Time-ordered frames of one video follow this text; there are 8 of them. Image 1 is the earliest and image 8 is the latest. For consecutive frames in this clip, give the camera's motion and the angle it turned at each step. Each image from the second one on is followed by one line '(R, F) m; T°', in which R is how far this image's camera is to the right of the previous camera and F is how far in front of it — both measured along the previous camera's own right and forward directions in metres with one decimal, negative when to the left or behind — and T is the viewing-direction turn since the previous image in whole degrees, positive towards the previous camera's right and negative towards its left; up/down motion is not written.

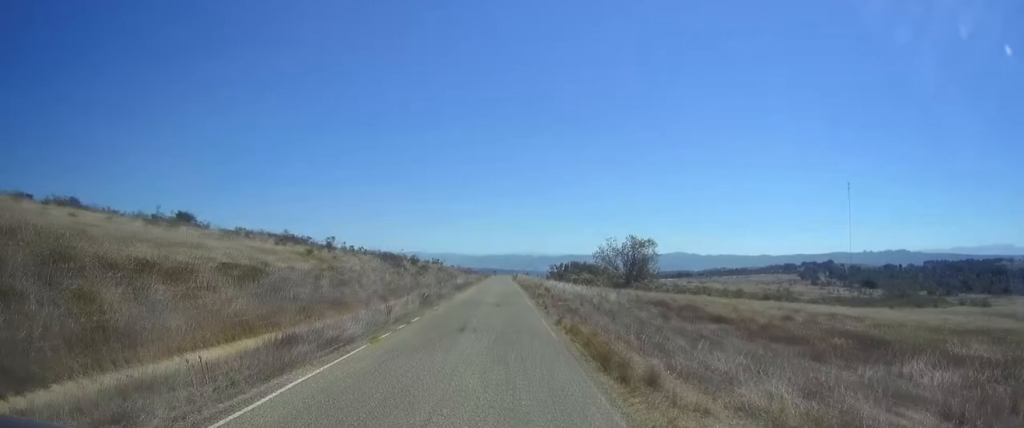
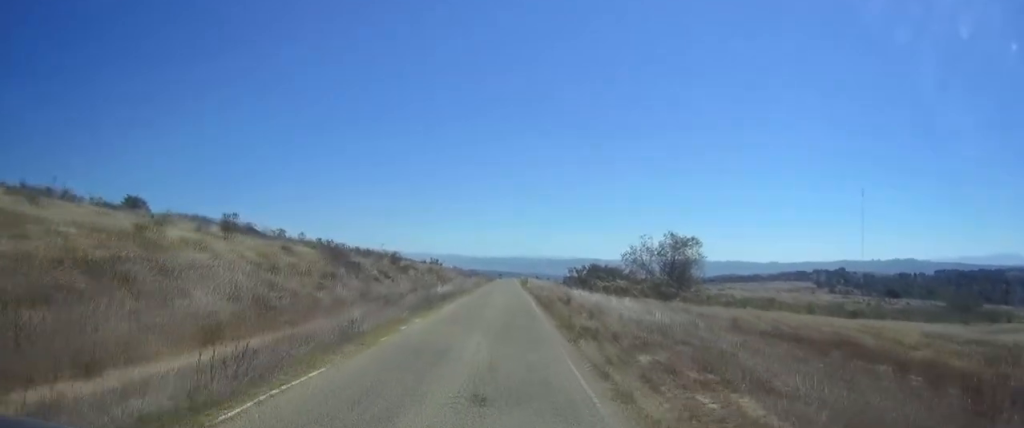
(-0.2, +17.6) m; -2°
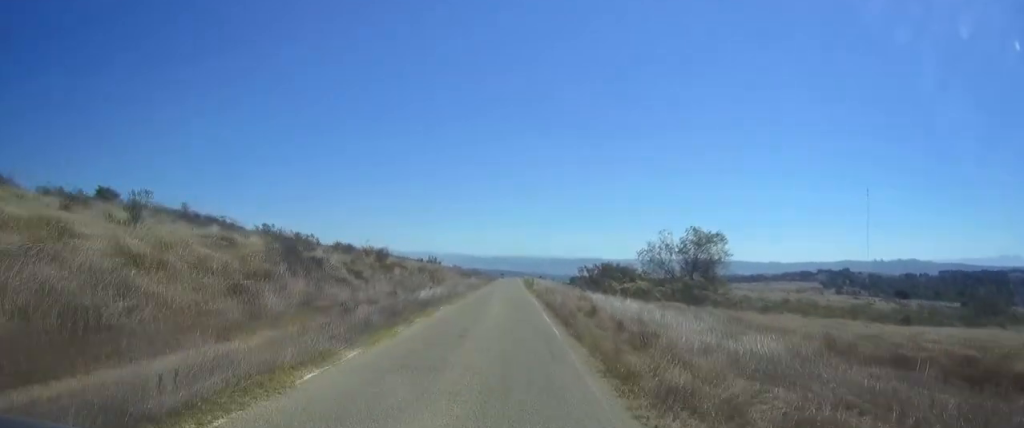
(-0.1, +7.5) m; -1°
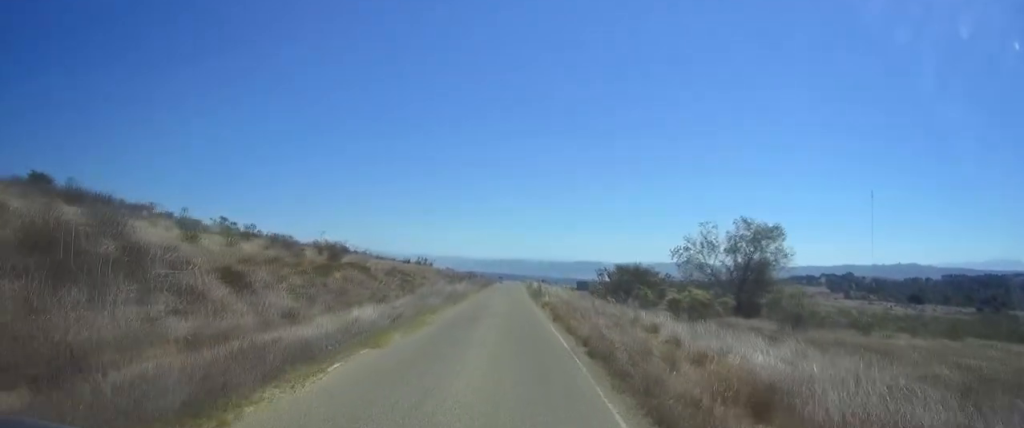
(-0.3, +13.6) m; -3°
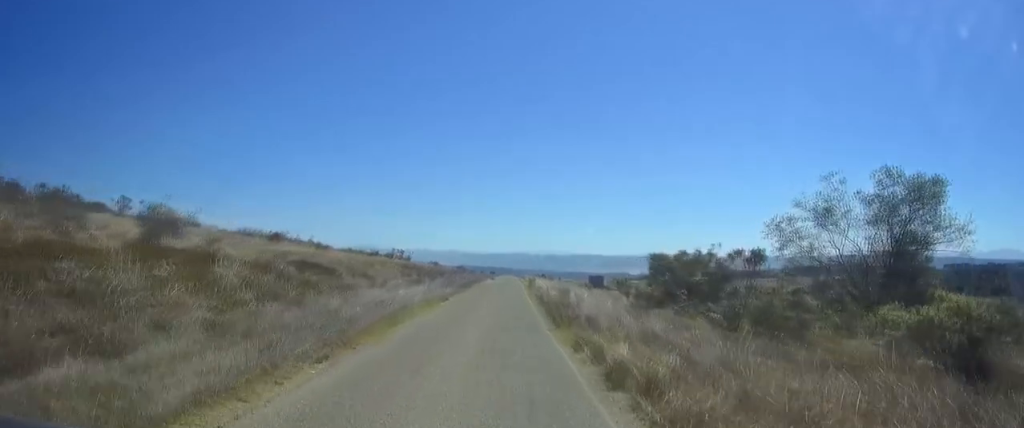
(-0.4, +19.3) m; 0°
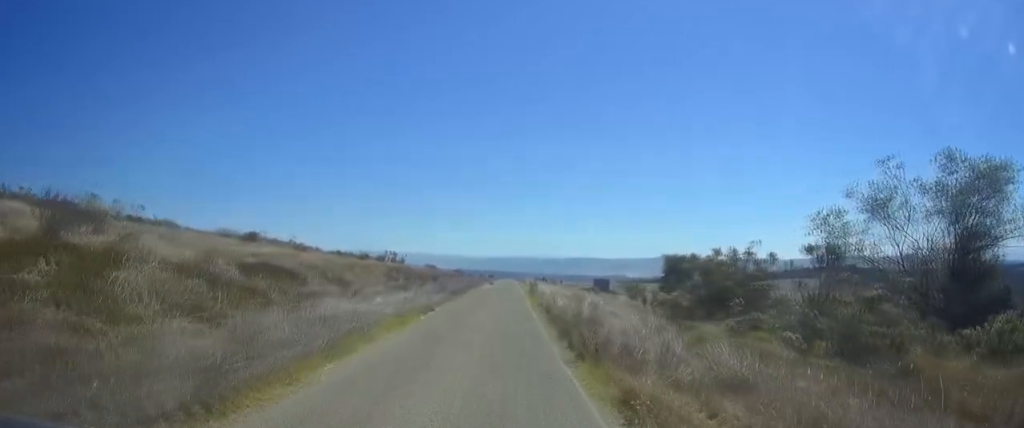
(0.0, +4.8) m; +1°
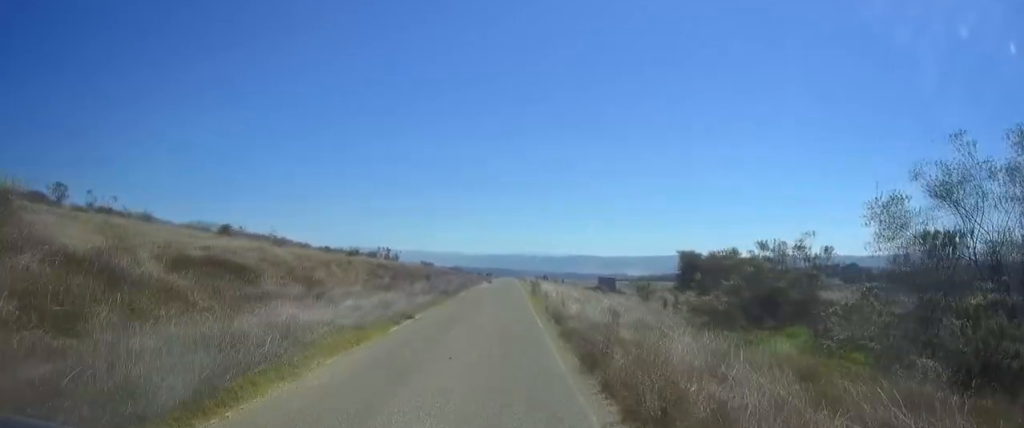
(+0.1, +4.7) m; 0°
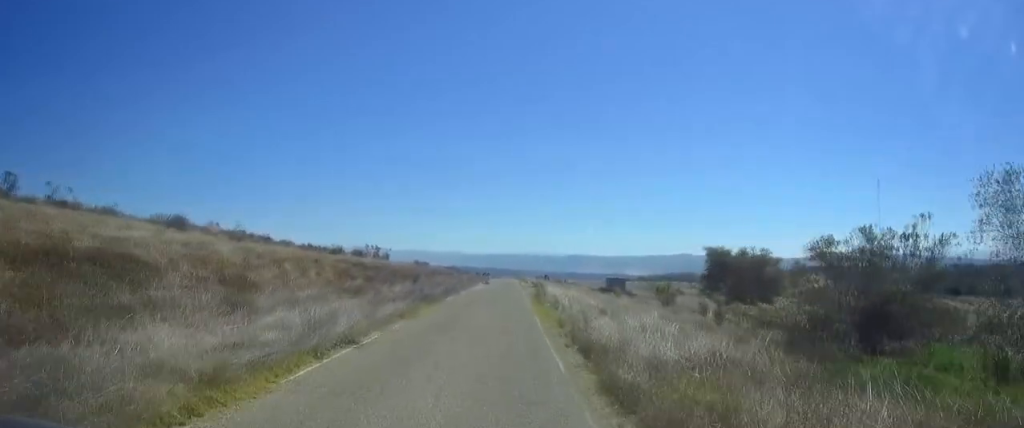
(+0.1, +6.3) m; 0°
